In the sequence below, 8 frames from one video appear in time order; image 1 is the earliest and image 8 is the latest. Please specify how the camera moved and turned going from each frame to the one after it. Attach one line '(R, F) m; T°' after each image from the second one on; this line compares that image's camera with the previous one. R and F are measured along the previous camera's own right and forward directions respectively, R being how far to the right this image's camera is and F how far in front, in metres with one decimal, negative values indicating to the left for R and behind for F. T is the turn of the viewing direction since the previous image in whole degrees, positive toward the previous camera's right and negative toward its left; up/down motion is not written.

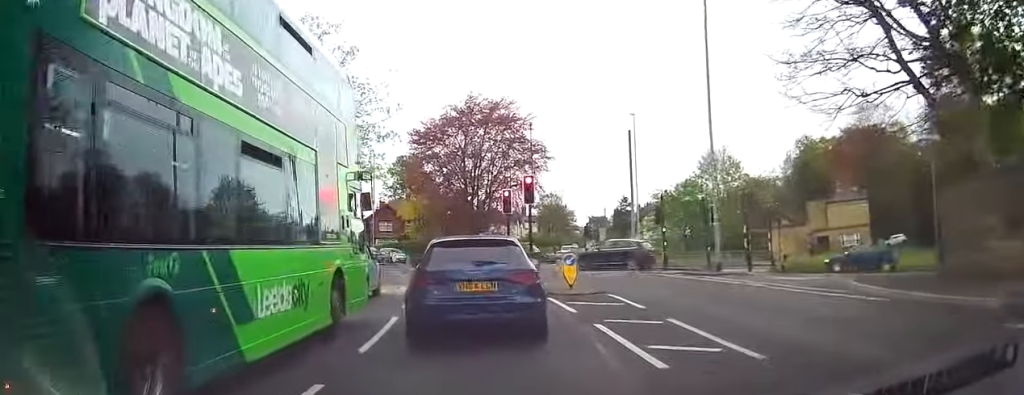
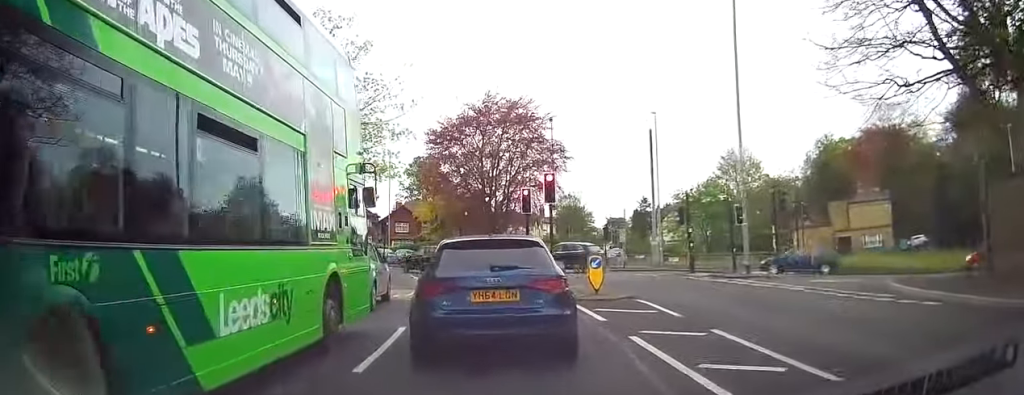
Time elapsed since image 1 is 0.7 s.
(0.0, +1.3) m; 0°
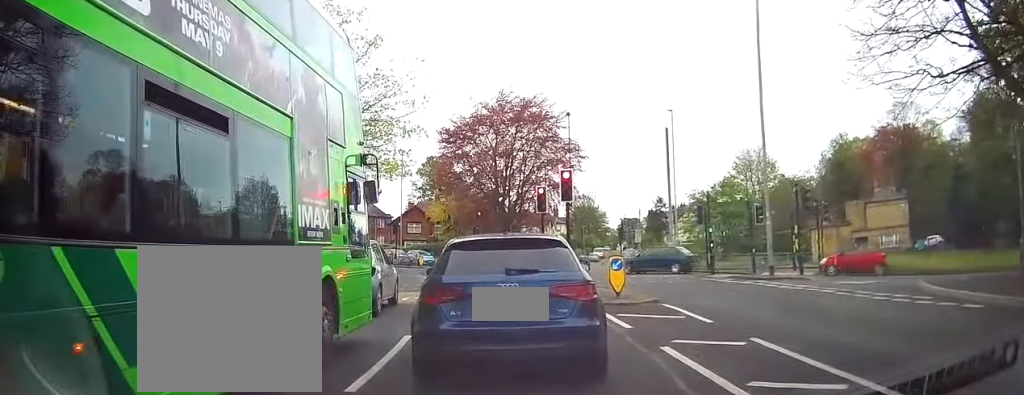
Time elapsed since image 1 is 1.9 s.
(-0.5, +1.1) m; 0°
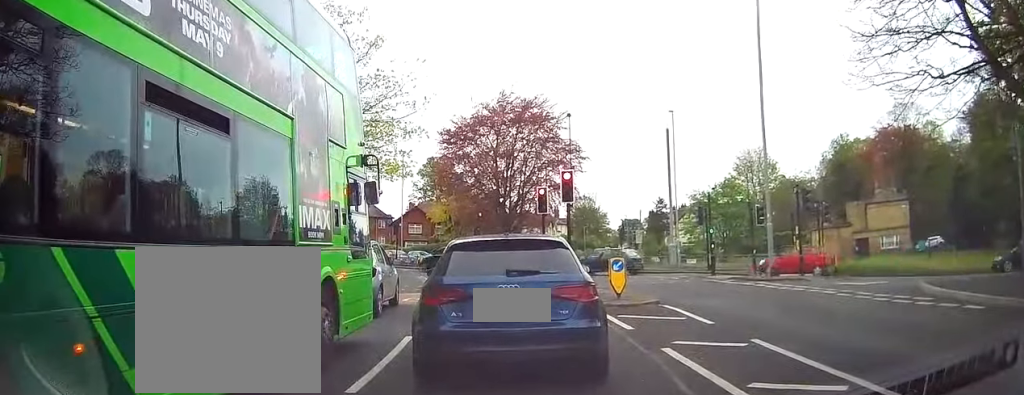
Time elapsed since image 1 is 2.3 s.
(-0.1, +0.1) m; 0°
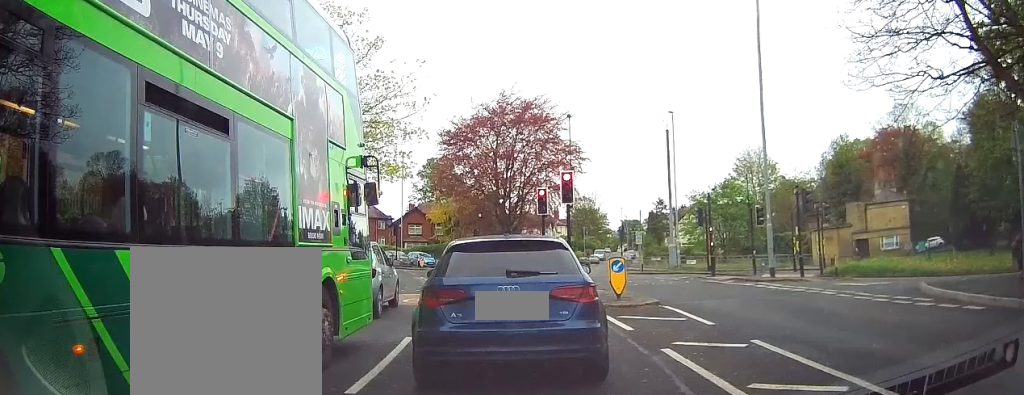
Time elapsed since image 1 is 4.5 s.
(-0.1, 0.0) m; 0°
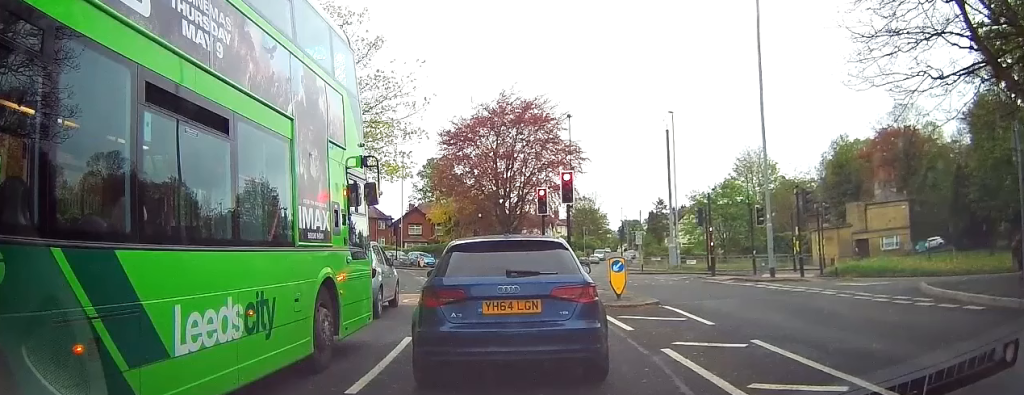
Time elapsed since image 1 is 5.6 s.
(0.0, 0.0) m; 0°
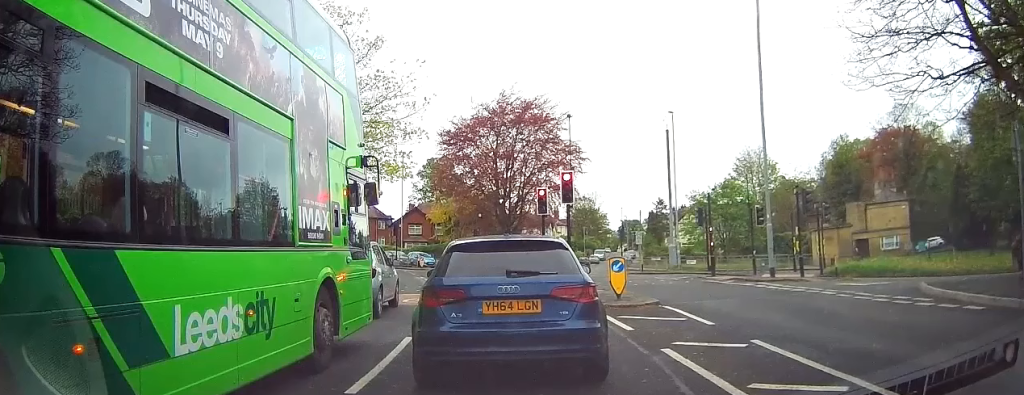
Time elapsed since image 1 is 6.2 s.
(0.0, 0.0) m; 0°
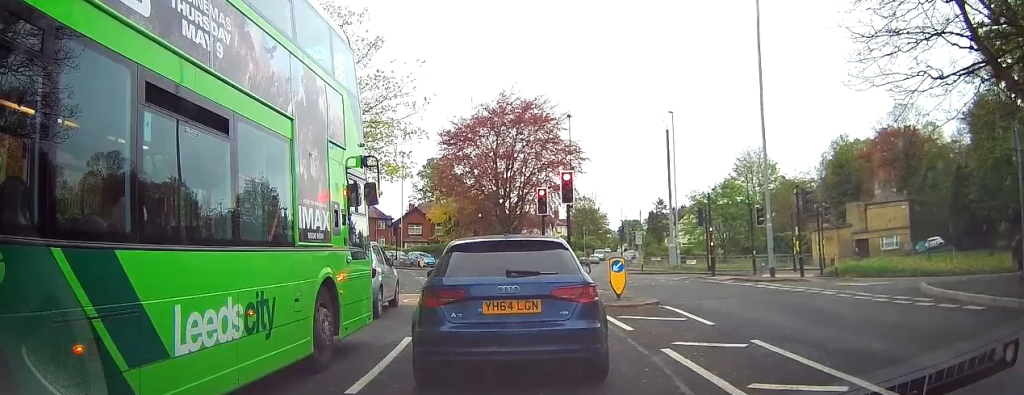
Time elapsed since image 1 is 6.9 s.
(0.0, 0.0) m; 0°
